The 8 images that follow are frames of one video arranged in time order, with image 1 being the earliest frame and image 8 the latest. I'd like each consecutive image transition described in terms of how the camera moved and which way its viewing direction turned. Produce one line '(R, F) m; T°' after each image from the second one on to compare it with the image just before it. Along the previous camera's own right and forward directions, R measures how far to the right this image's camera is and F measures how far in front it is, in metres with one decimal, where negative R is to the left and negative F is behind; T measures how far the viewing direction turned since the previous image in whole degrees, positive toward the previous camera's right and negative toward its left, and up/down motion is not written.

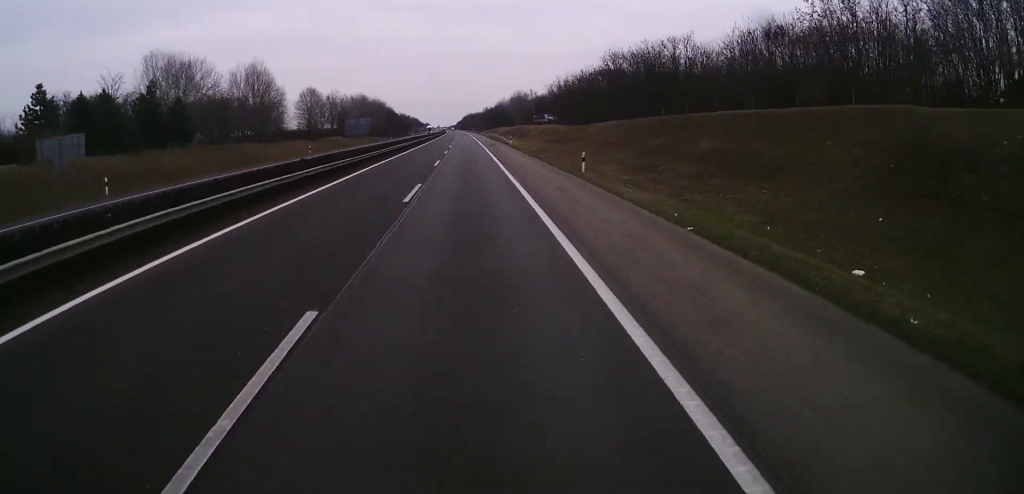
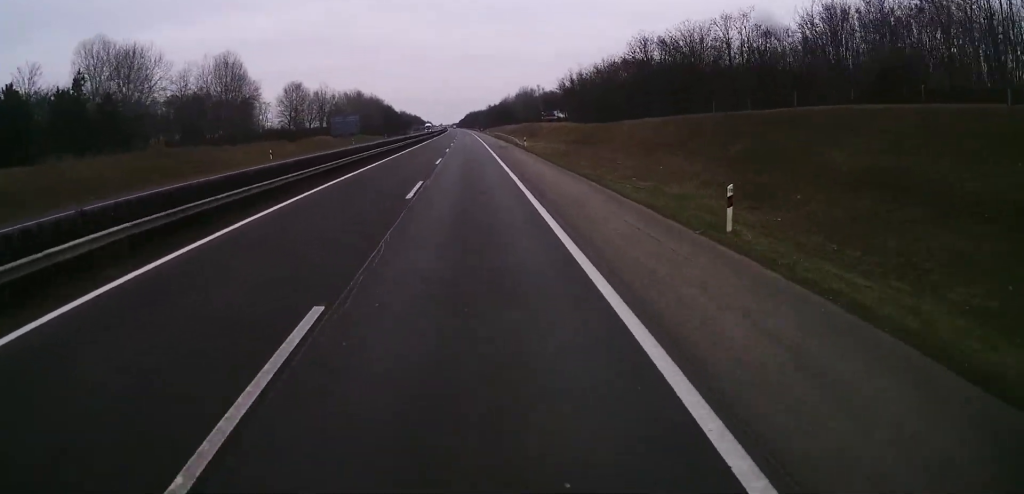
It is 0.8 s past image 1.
(0.0, +17.7) m; 0°
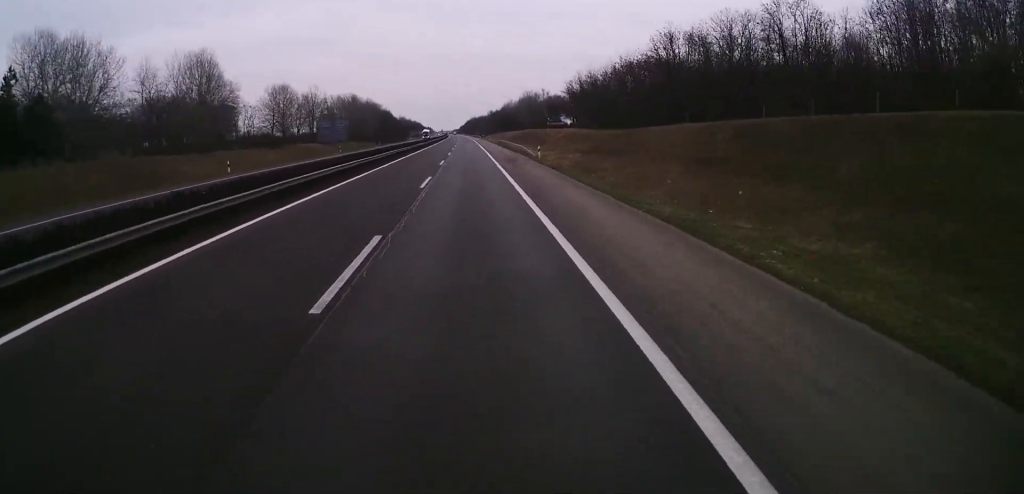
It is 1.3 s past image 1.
(0.0, +12.3) m; 0°
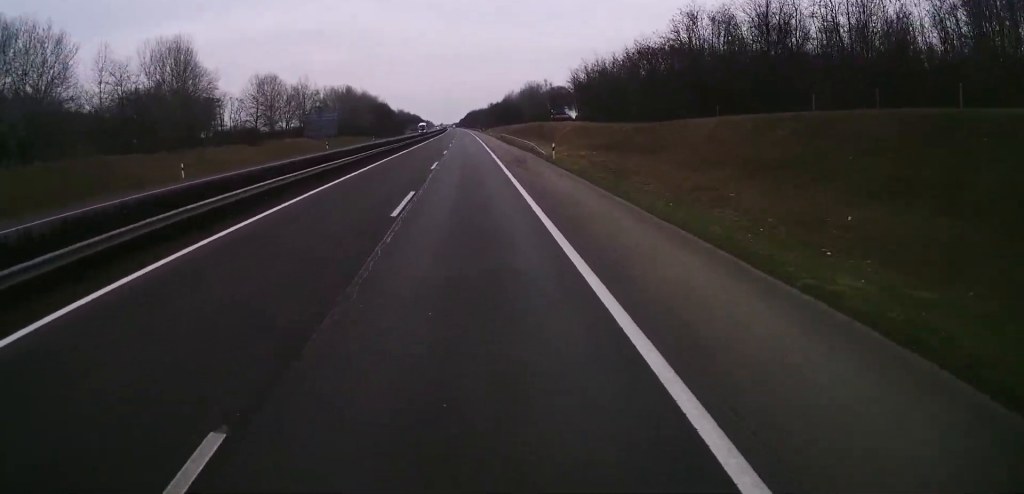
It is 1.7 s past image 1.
(0.0, +9.2) m; 0°
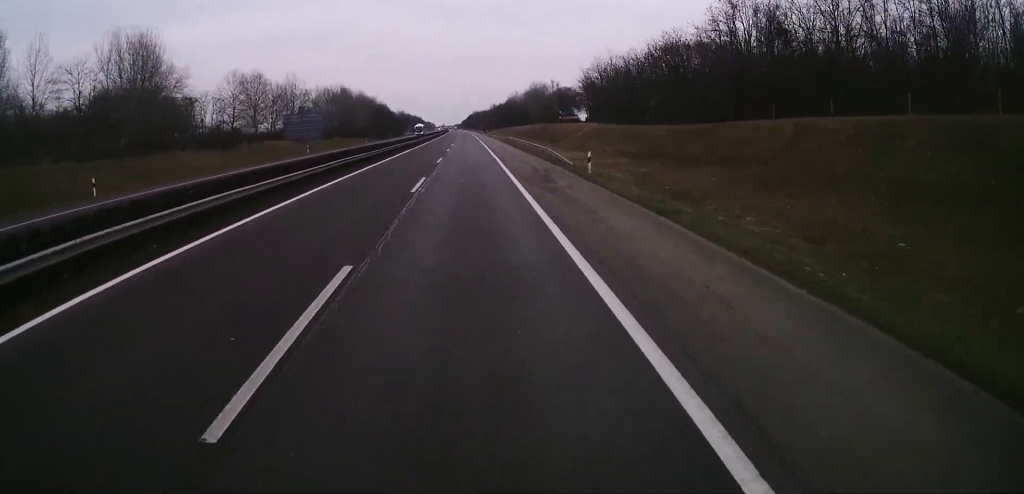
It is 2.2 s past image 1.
(+0.1, +12.3) m; -1°
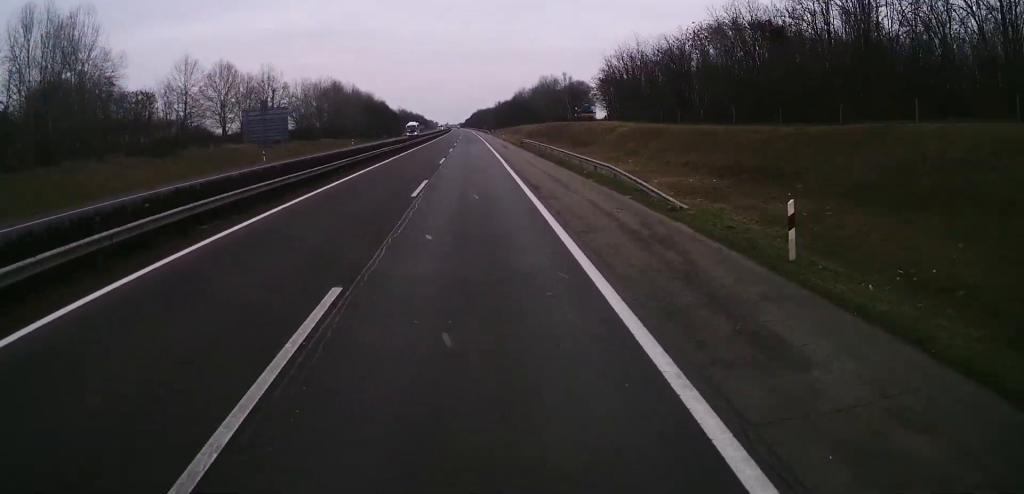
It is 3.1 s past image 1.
(-0.3, +19.2) m; 0°
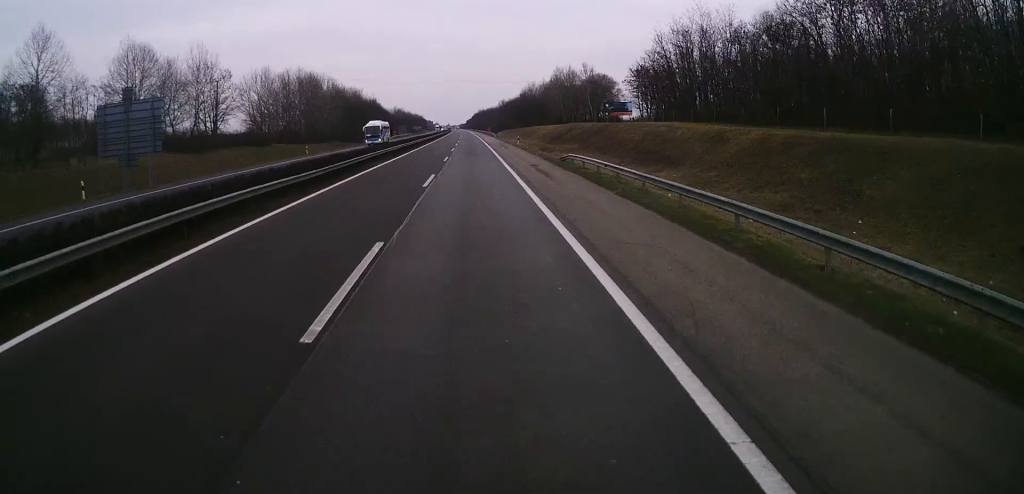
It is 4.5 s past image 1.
(+0.2, +32.2) m; -1°
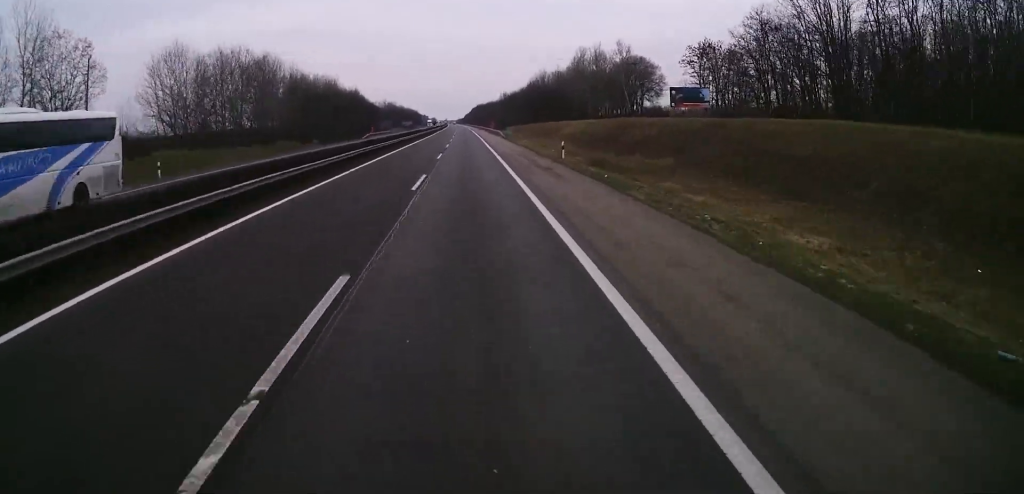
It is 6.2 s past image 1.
(-0.8, +39.1) m; 0°
